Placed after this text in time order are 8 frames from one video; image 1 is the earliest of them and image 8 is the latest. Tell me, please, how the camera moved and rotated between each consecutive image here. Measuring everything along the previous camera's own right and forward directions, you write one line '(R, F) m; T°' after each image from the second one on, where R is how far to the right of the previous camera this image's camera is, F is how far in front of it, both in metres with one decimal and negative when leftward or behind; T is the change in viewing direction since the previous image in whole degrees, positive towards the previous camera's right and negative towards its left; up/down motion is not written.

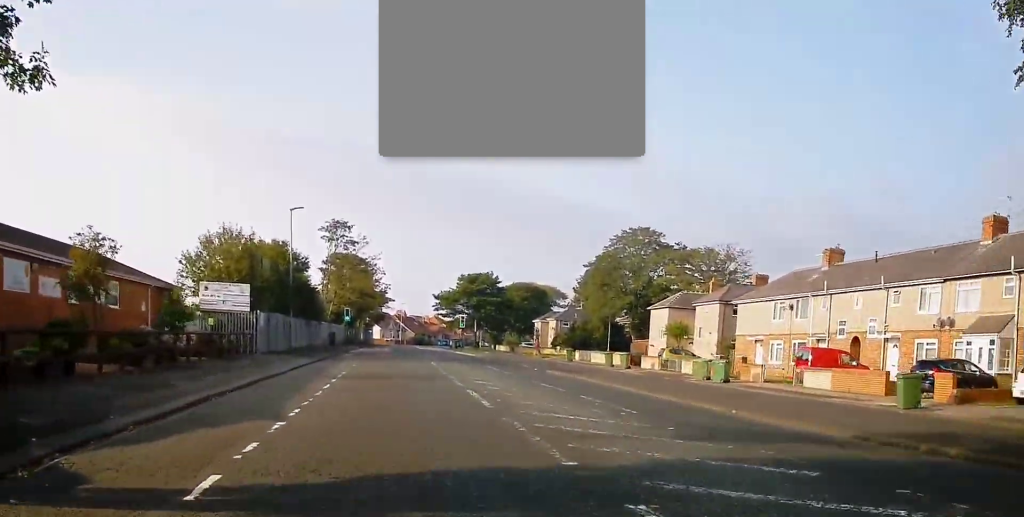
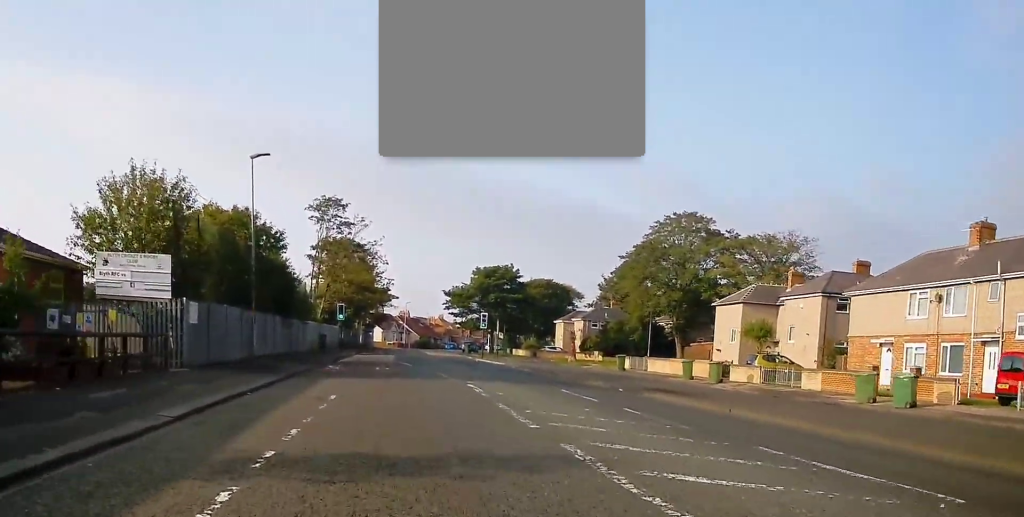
(-0.4, +14.7) m; -2°
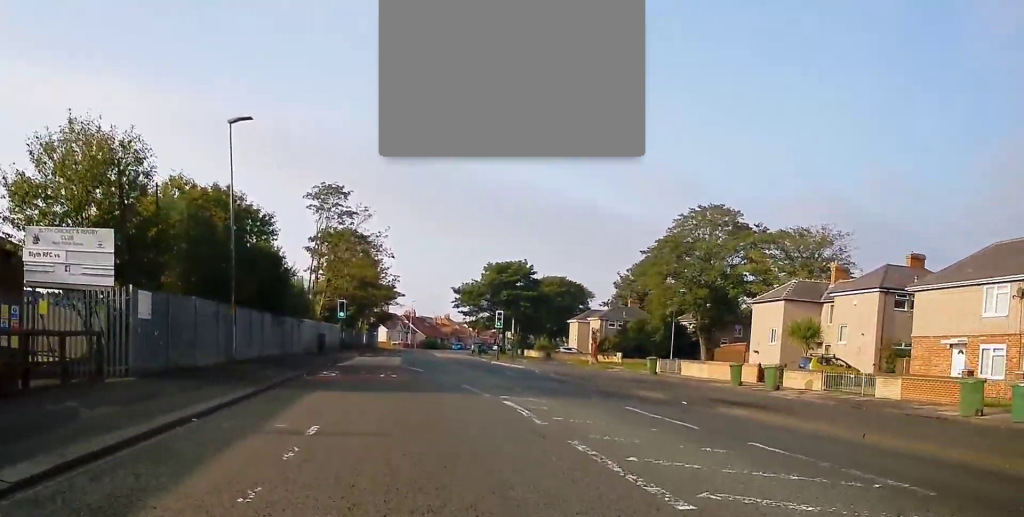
(0.0, +5.4) m; 0°
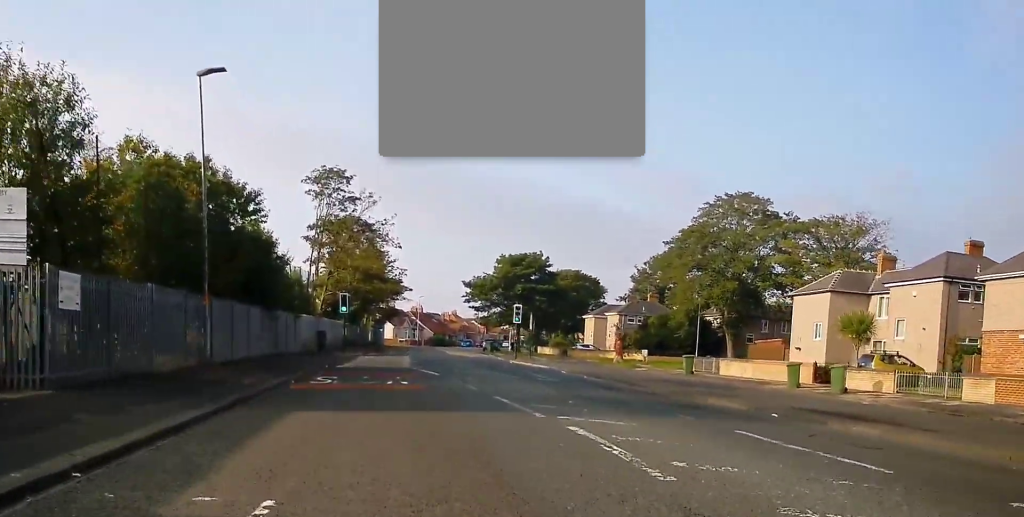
(0.0, +5.0) m; 0°
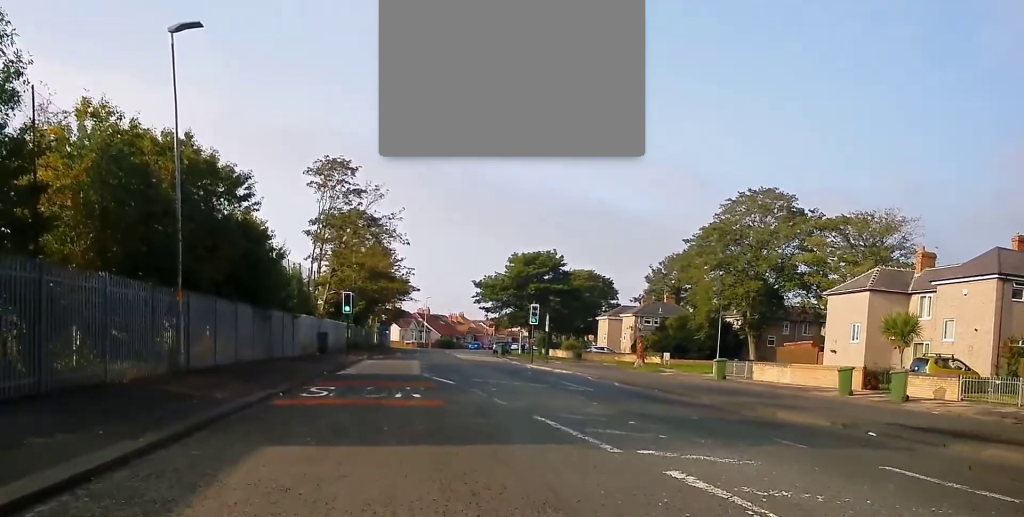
(0.0, +3.7) m; 0°
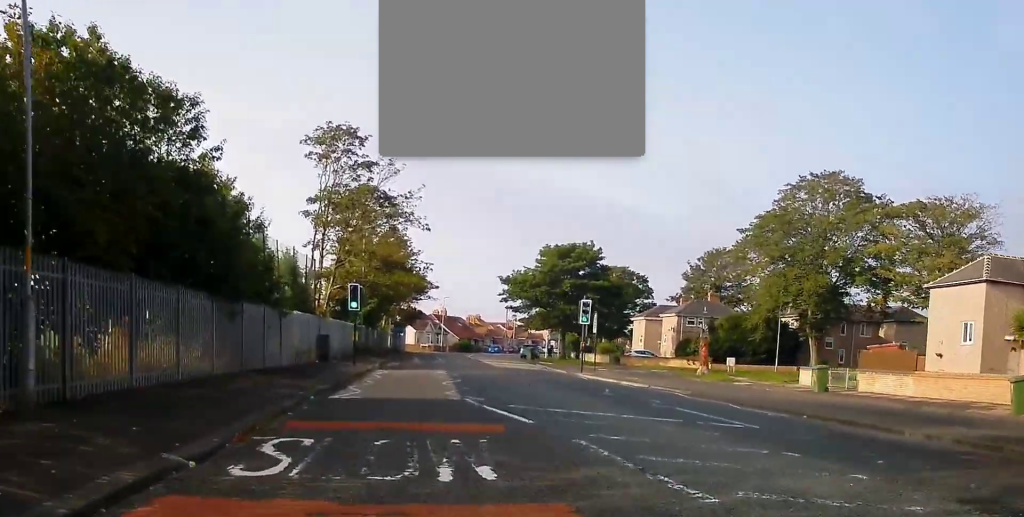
(0.0, +9.0) m; 0°
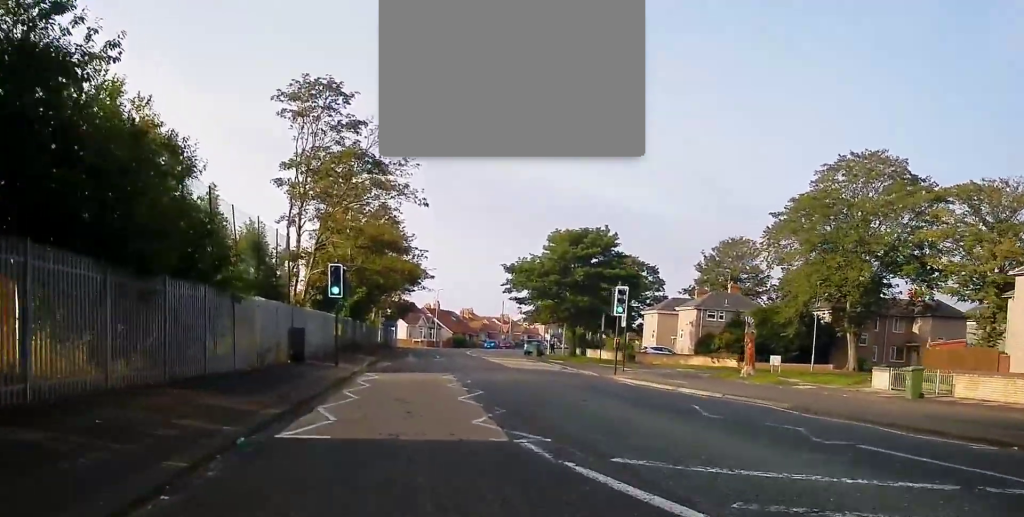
(0.0, +7.1) m; 0°
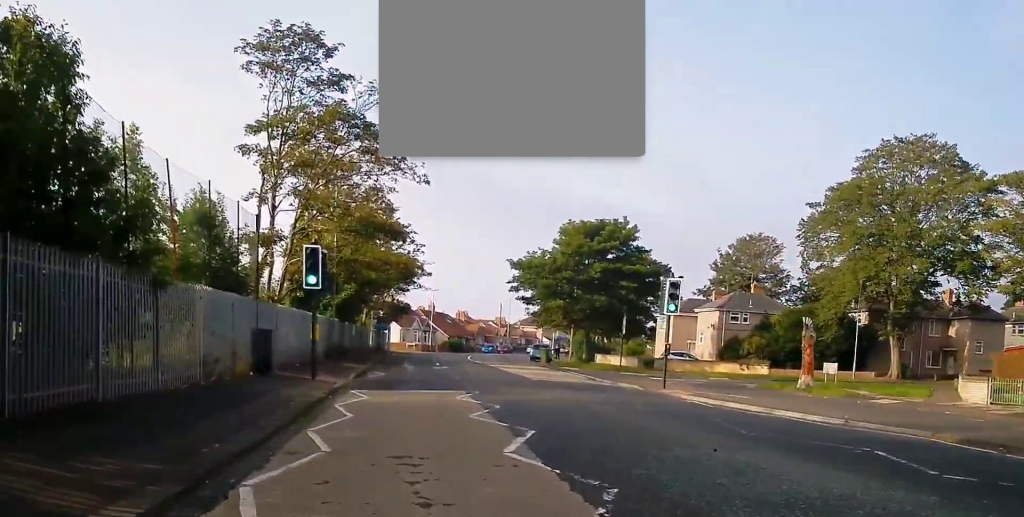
(0.0, +6.5) m; 0°
